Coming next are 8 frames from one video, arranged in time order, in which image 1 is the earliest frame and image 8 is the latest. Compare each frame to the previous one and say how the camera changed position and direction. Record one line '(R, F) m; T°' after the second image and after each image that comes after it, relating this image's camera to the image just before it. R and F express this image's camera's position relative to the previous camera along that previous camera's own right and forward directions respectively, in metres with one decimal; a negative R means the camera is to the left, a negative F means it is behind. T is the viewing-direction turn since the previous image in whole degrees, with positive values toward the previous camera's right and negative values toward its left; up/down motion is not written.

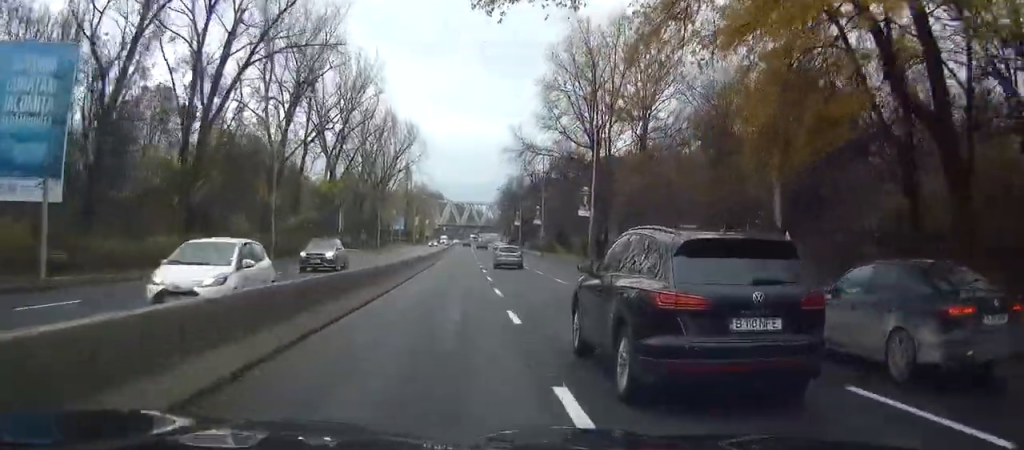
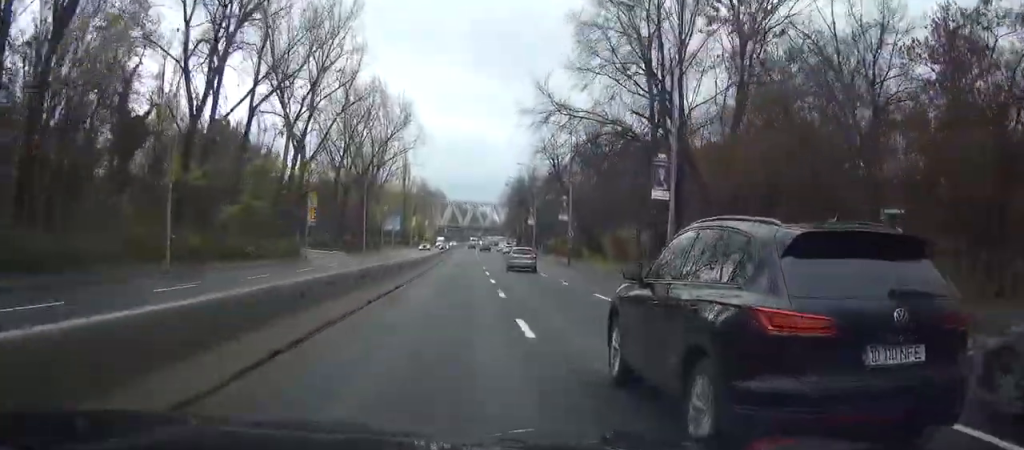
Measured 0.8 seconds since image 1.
(0.0, +18.8) m; 0°
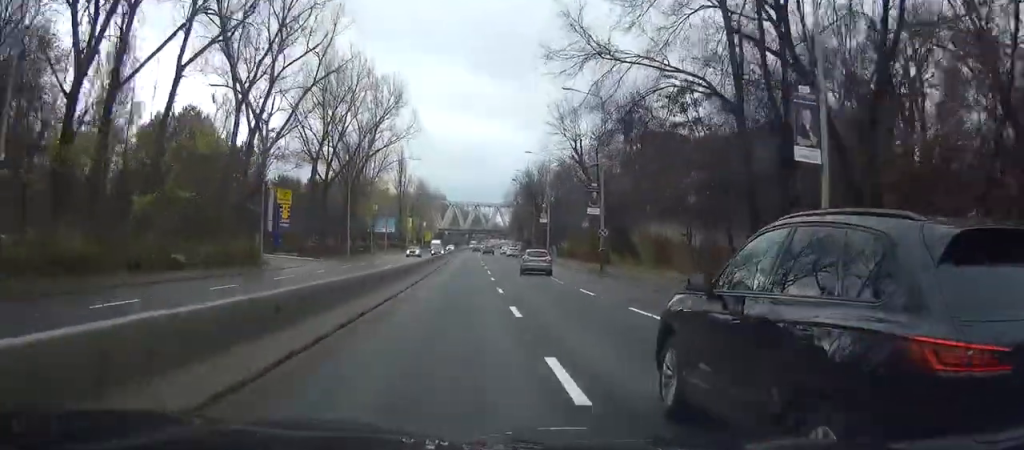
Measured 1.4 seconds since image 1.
(0.0, +13.7) m; 0°
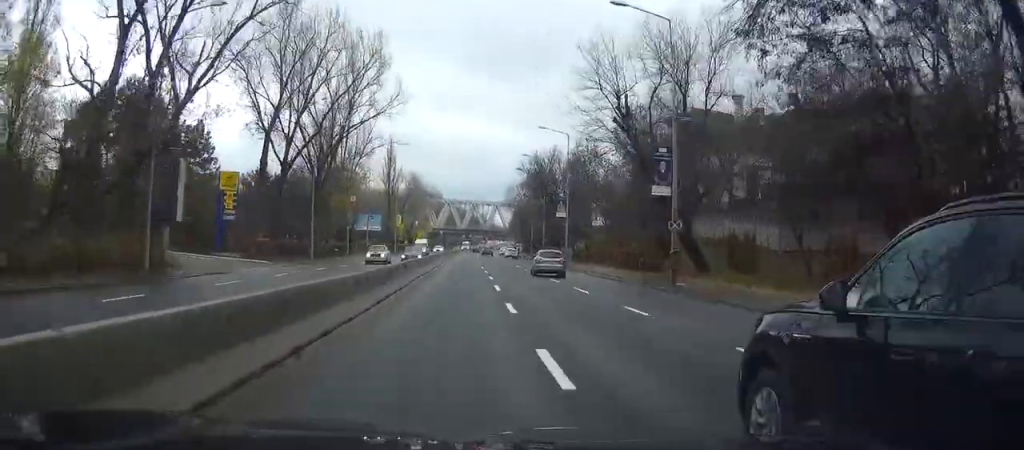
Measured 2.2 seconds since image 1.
(+0.1, +16.9) m; 0°
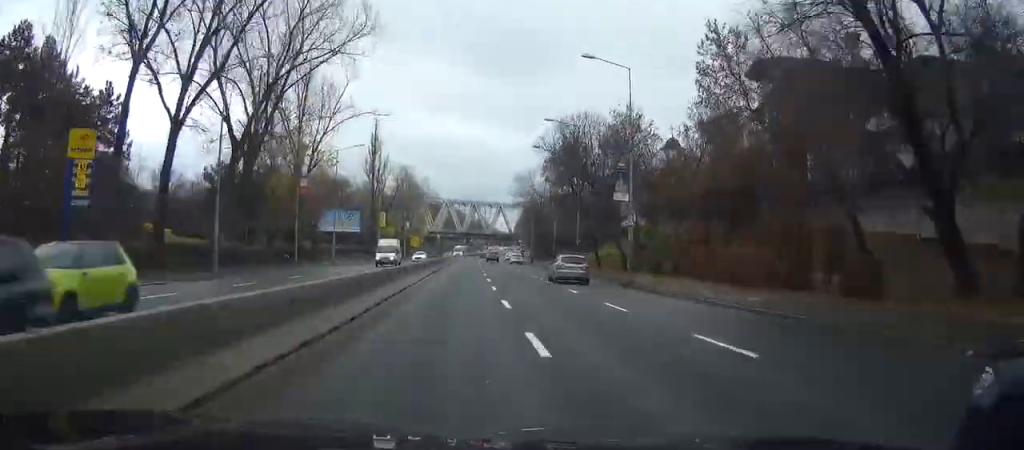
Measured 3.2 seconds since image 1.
(0.0, +24.2) m; 0°
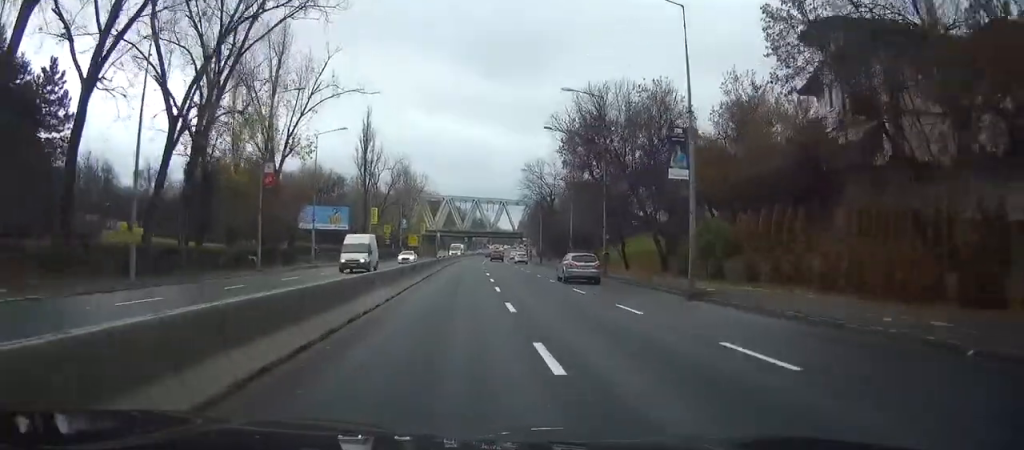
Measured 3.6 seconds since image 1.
(0.0, +10.3) m; 0°
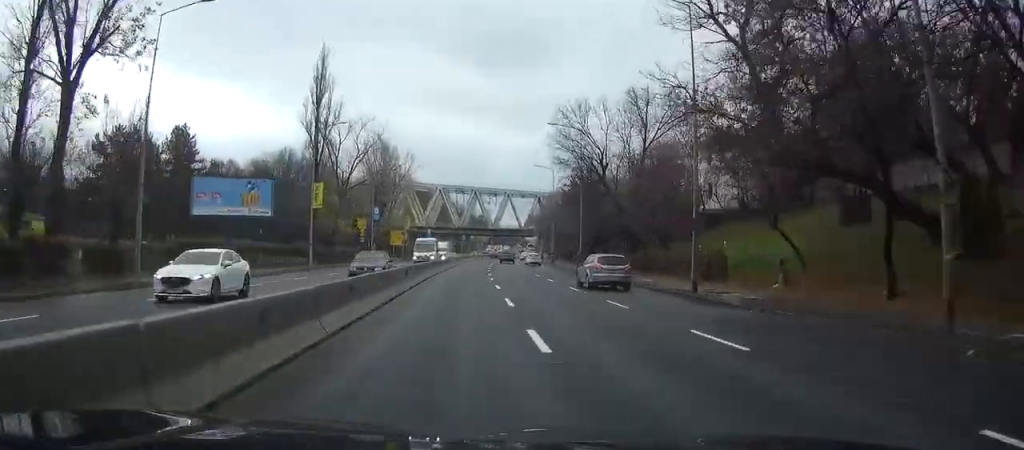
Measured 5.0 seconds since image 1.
(+0.1, +33.8) m; 0°
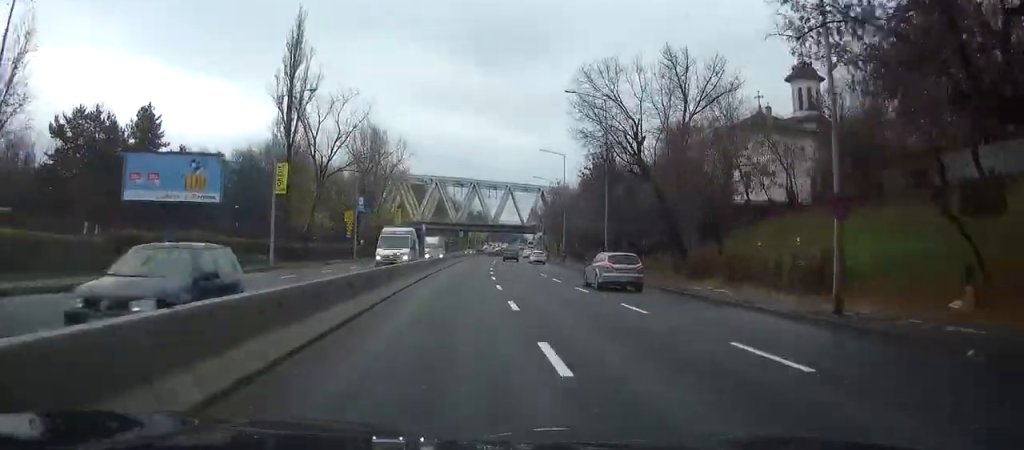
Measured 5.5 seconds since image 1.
(0.0, +11.3) m; 0°
